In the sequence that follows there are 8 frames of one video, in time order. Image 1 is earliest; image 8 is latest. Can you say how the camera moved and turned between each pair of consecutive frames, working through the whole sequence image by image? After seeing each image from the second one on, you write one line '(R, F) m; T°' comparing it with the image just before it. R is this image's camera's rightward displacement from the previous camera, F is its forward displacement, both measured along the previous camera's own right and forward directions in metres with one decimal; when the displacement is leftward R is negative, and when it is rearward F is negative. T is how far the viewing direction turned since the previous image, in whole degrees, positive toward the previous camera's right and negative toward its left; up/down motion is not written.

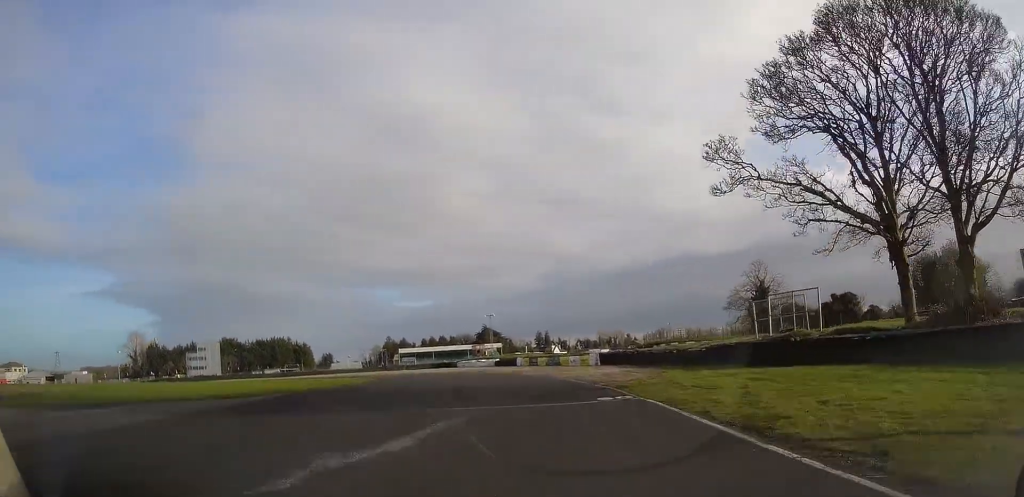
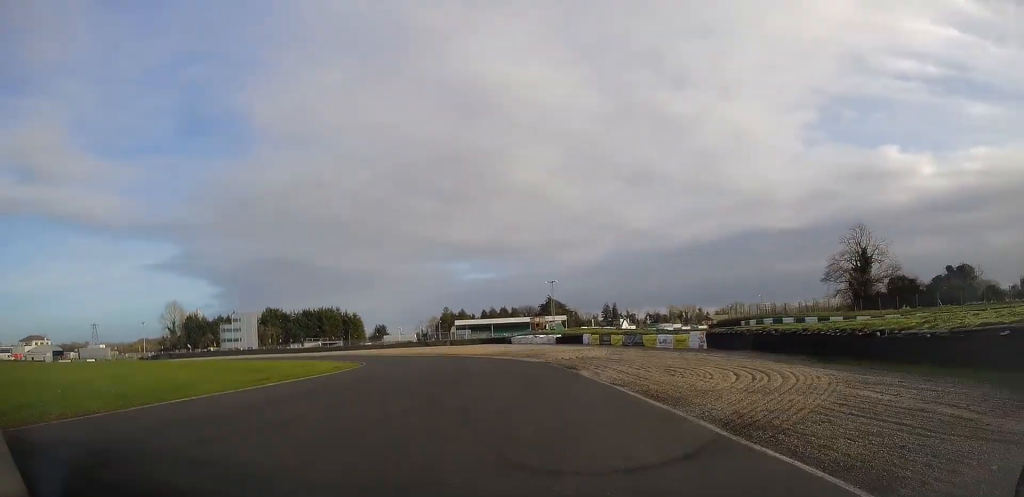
(-1.3, +19.0) m; -8°
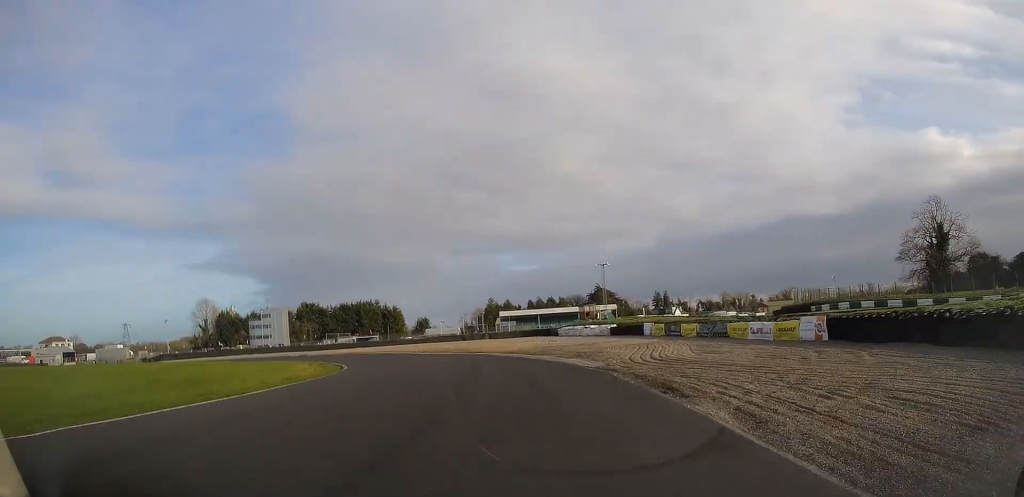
(-0.8, +11.6) m; -6°
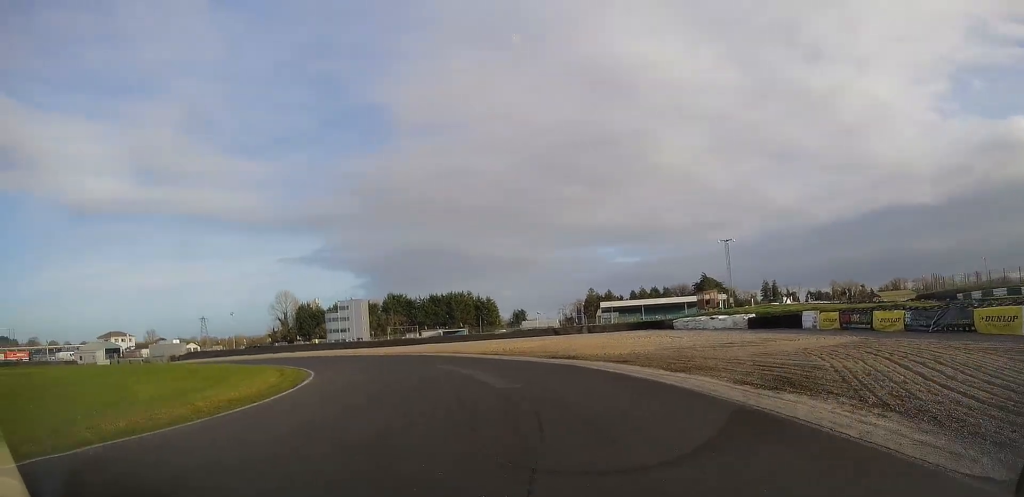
(-1.3, +16.7) m; -10°
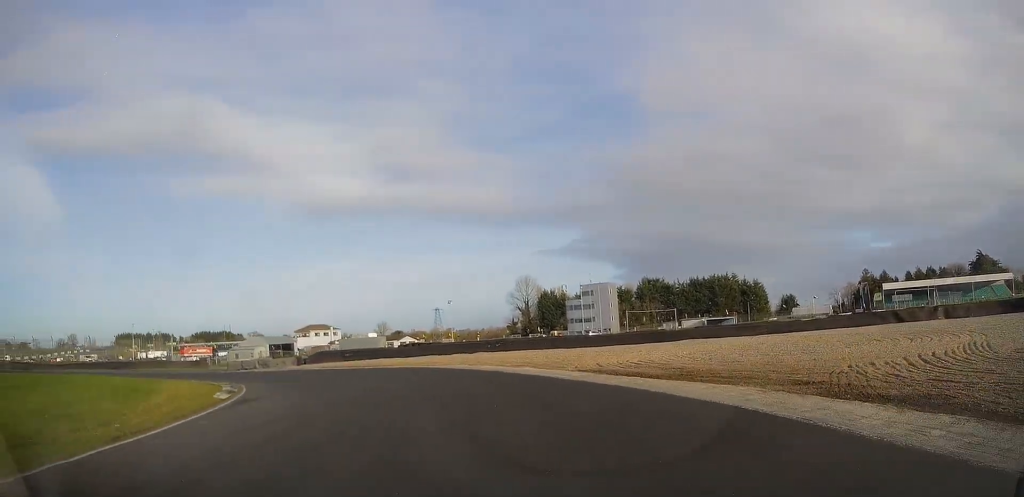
(-5.6, +27.1) m; -28°
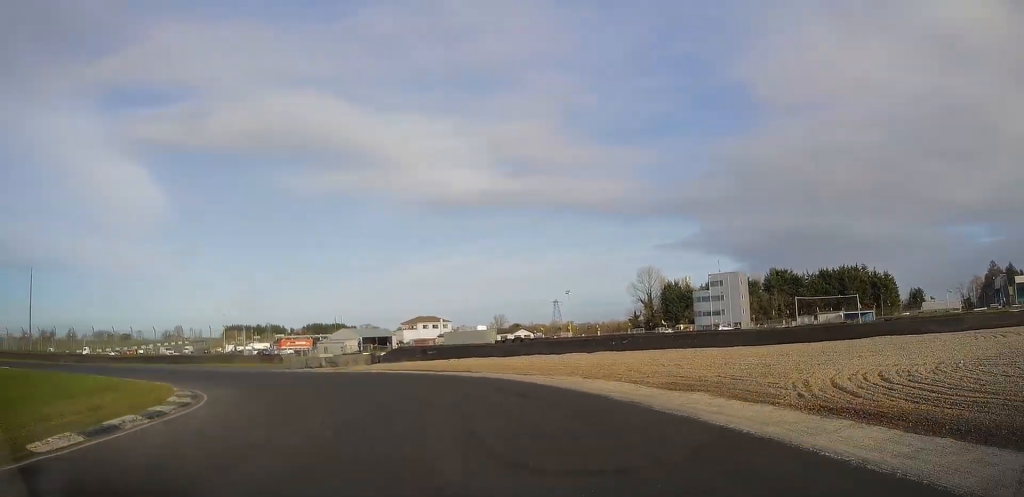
(-1.7, +10.8) m; -13°
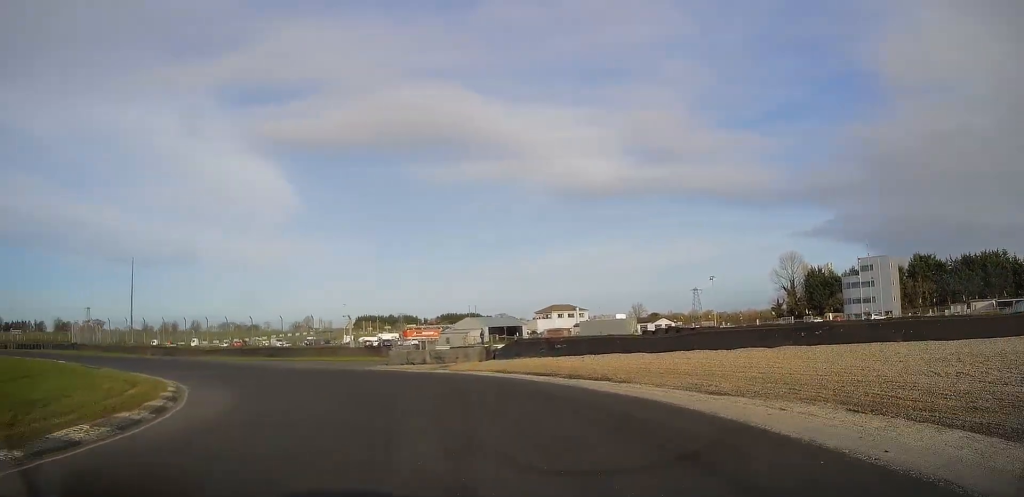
(-0.8, +8.8) m; -11°
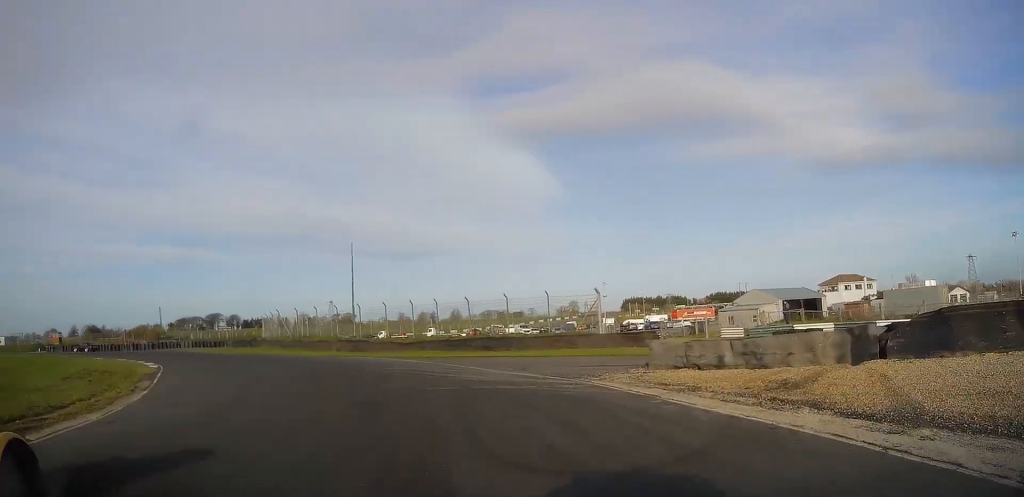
(-3.7, +18.5) m; -25°
